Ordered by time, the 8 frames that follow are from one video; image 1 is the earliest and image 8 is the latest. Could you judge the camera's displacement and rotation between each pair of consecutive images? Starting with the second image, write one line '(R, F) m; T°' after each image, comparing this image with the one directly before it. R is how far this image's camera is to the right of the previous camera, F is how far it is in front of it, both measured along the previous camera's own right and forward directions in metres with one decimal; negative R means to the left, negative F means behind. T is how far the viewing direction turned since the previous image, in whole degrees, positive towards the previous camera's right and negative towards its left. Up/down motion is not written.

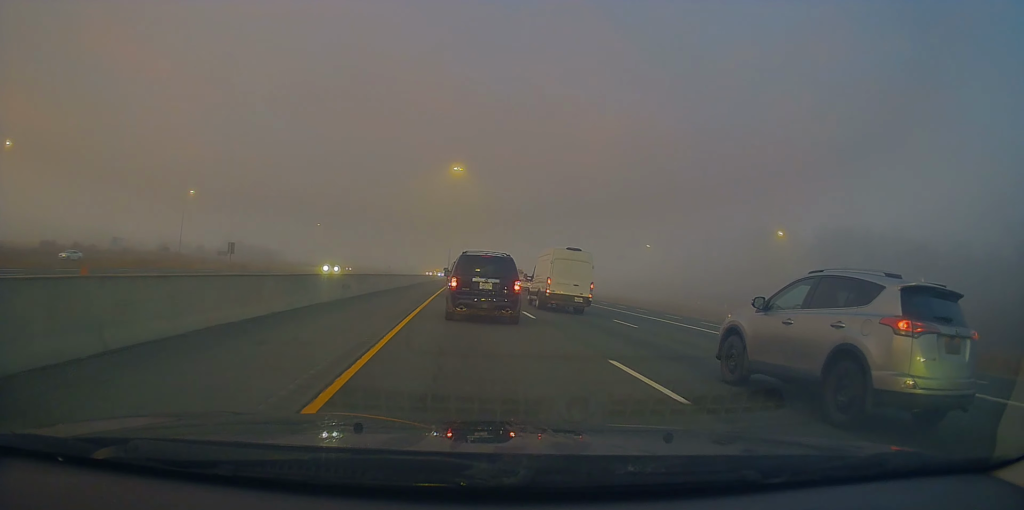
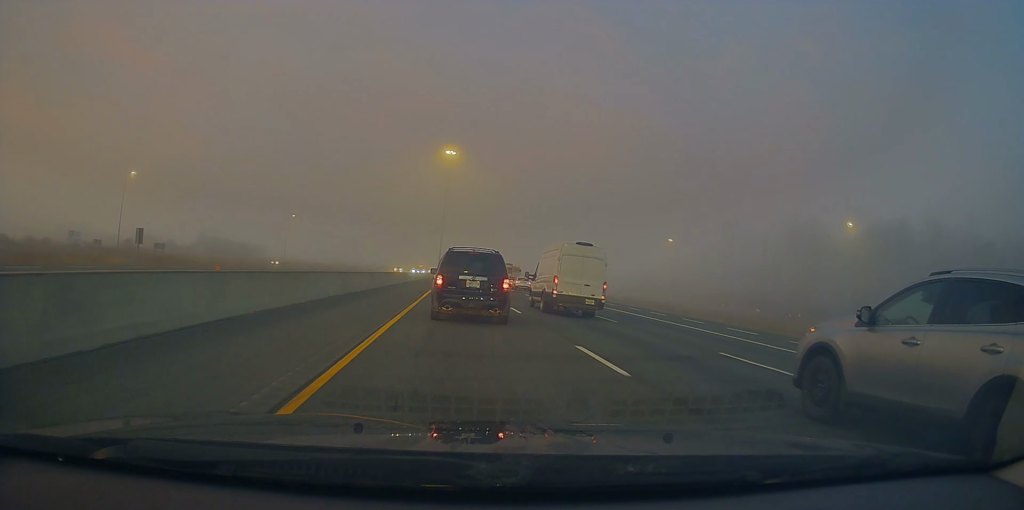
(-0.9, +22.6) m; -3°
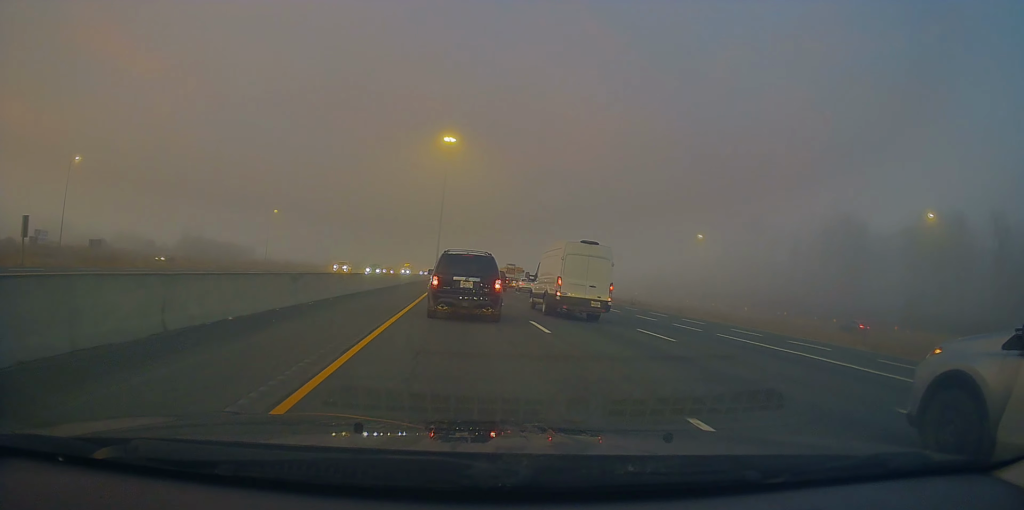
(0.0, +17.9) m; +3°
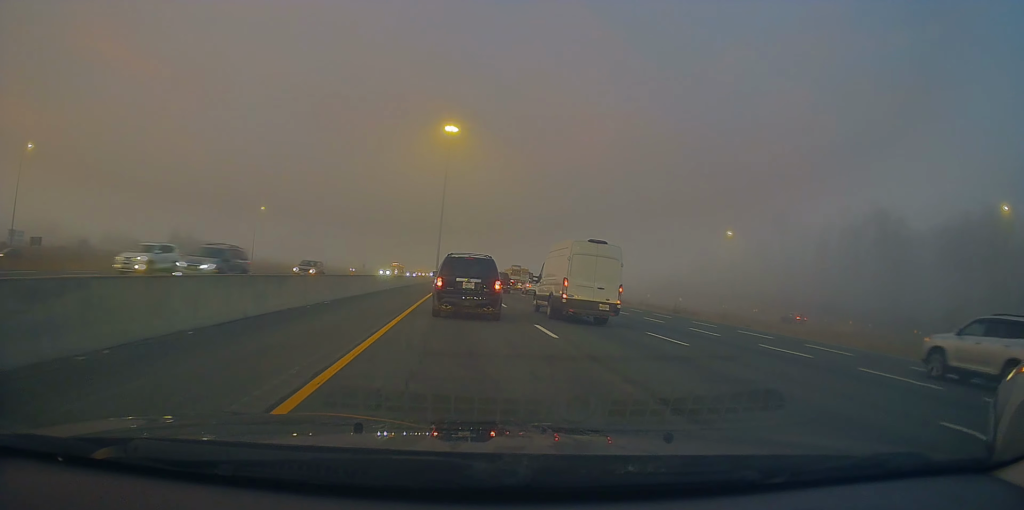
(+0.4, +12.7) m; 0°
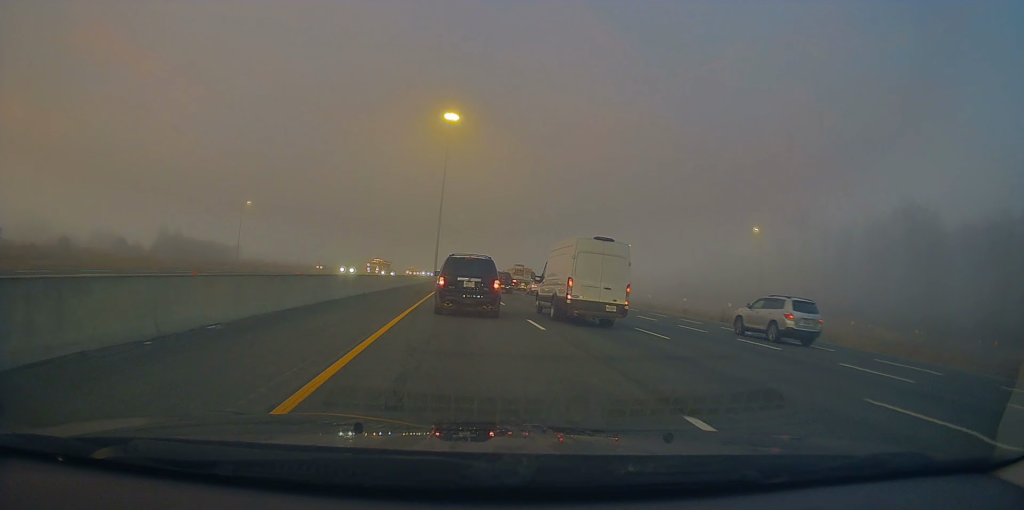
(-0.5, +9.8) m; 0°
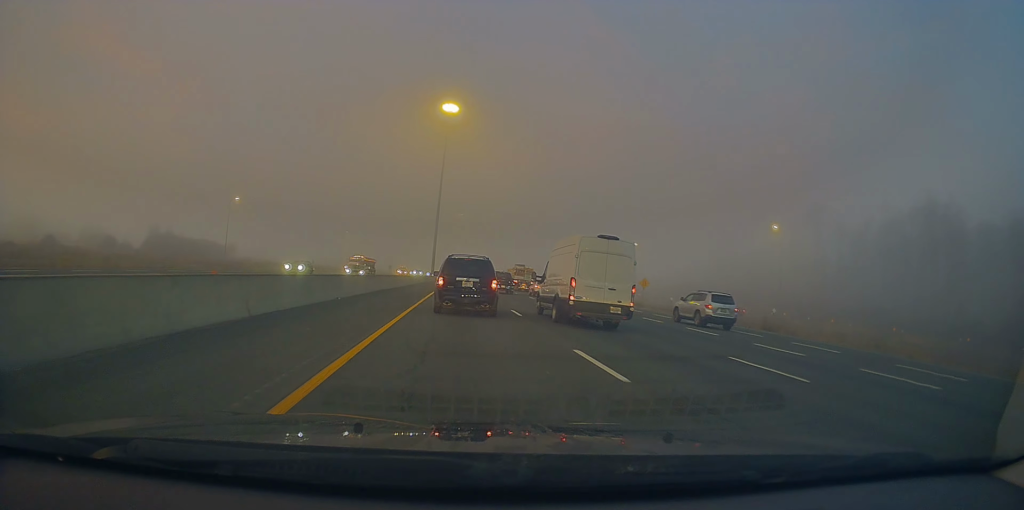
(+0.4, +6.7) m; +1°
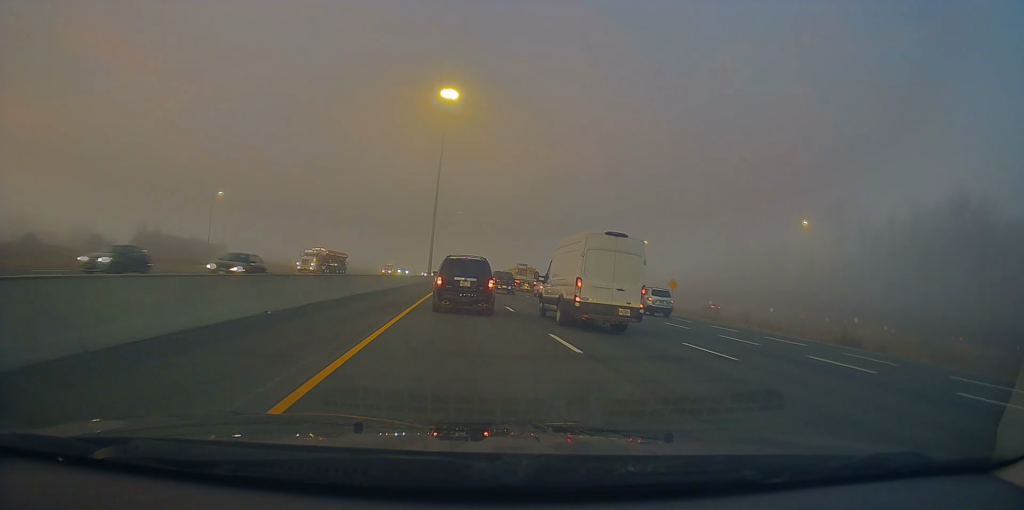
(+0.1, +9.0) m; 0°
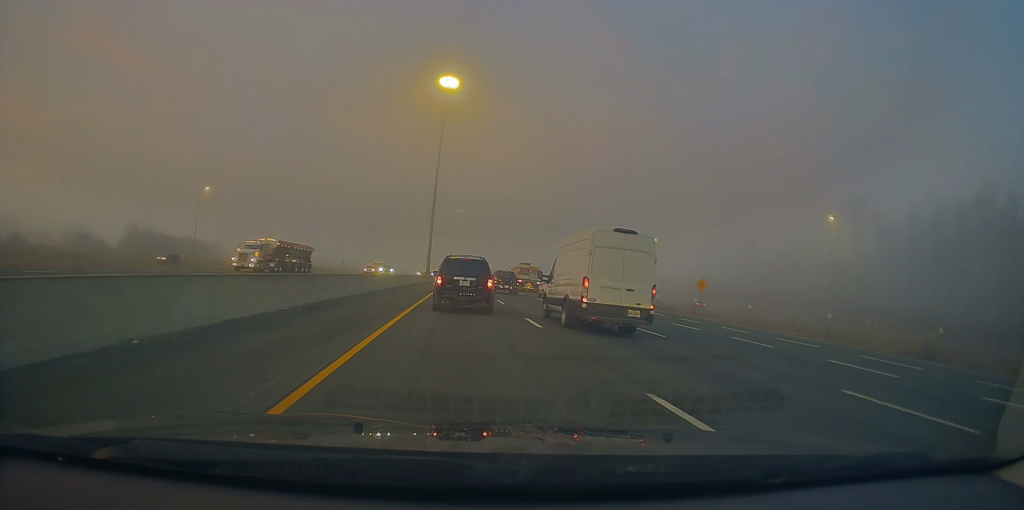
(-0.2, +6.9) m; -1°
